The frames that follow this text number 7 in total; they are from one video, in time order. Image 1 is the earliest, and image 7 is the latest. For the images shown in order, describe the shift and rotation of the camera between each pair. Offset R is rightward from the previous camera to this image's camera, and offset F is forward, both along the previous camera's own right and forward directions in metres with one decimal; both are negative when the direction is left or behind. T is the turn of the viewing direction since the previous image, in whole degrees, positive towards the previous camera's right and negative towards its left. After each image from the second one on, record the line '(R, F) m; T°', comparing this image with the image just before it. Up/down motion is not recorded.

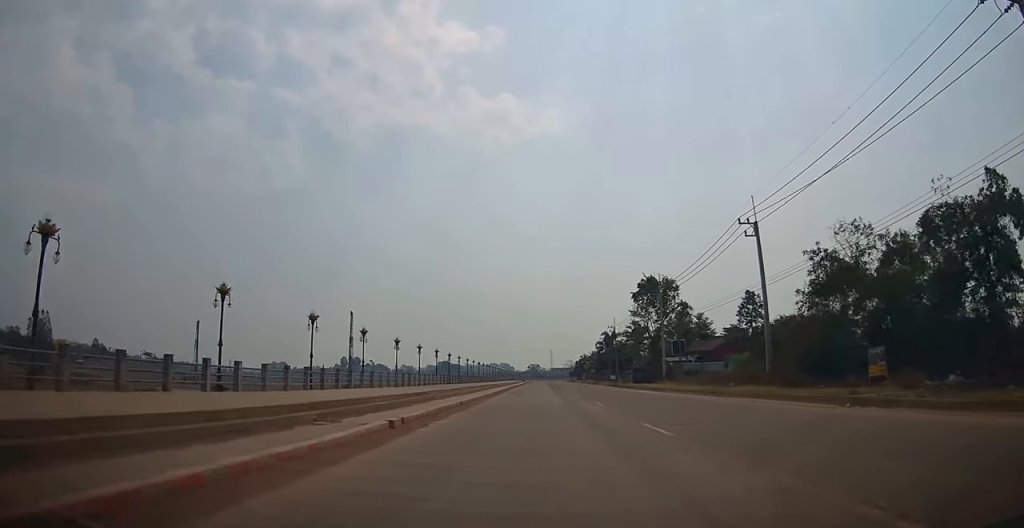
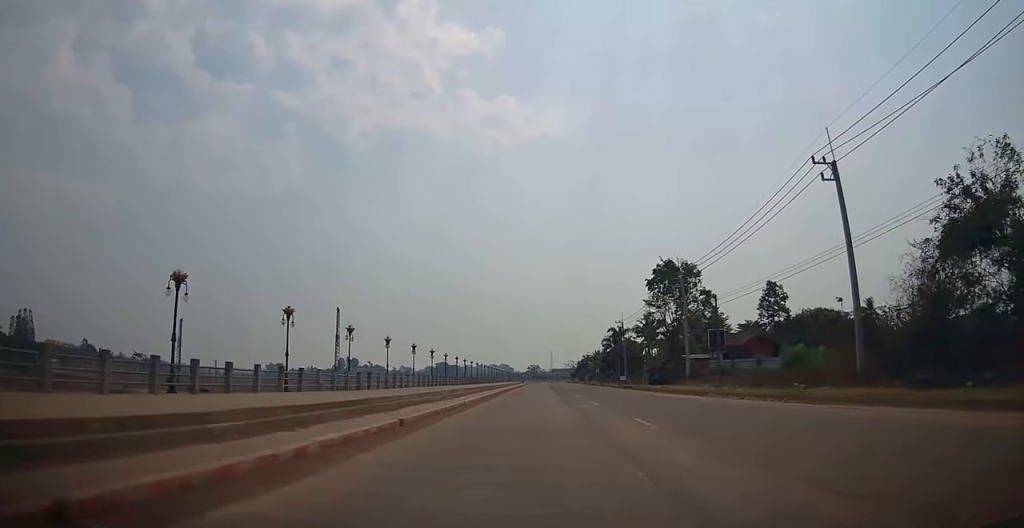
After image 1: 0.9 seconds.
(0.0, +10.6) m; 0°
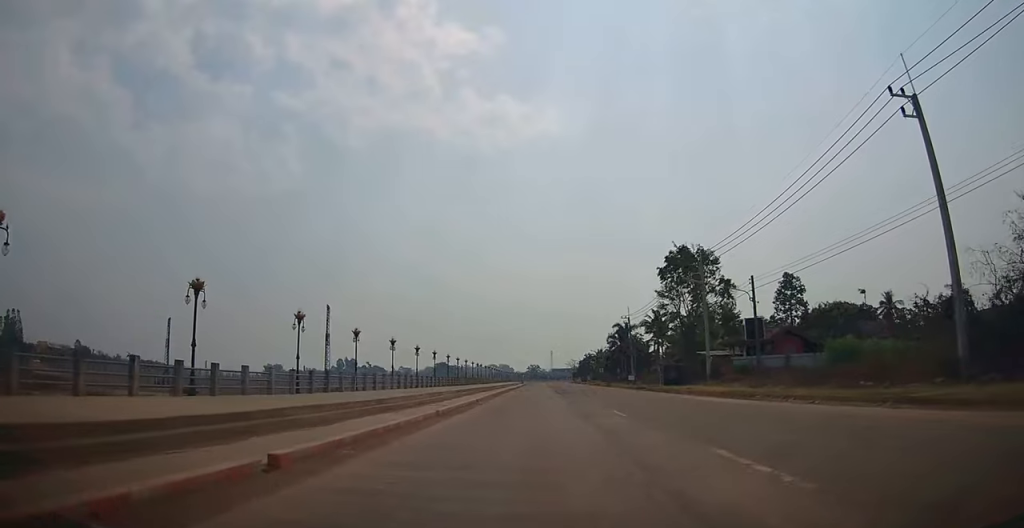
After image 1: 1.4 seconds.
(0.0, +7.0) m; 0°
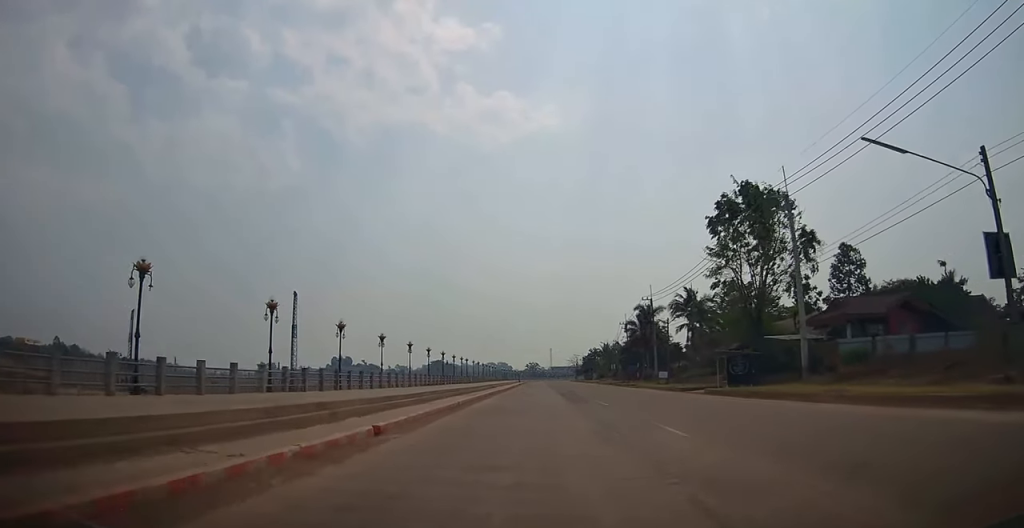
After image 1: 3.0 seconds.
(+0.1, +19.4) m; 0°
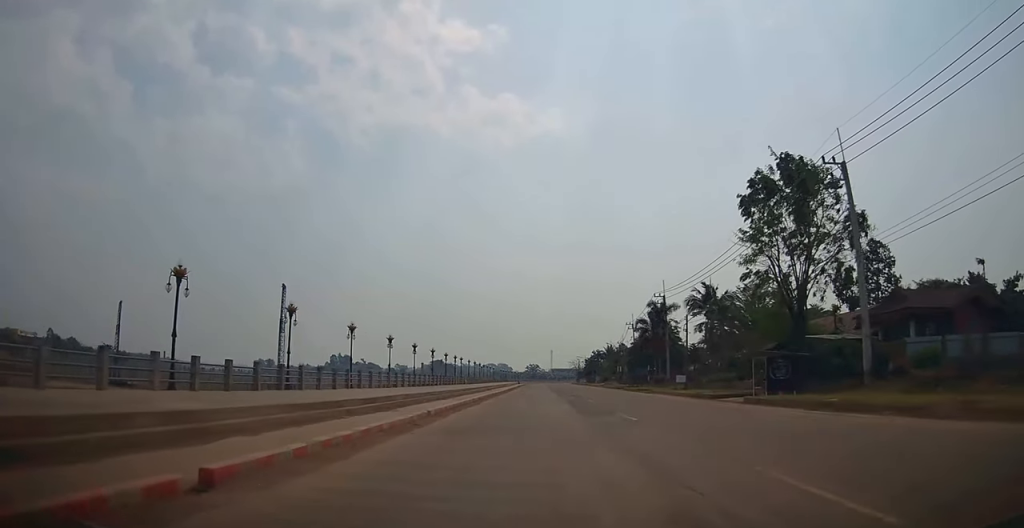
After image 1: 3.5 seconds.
(0.0, +6.6) m; 0°
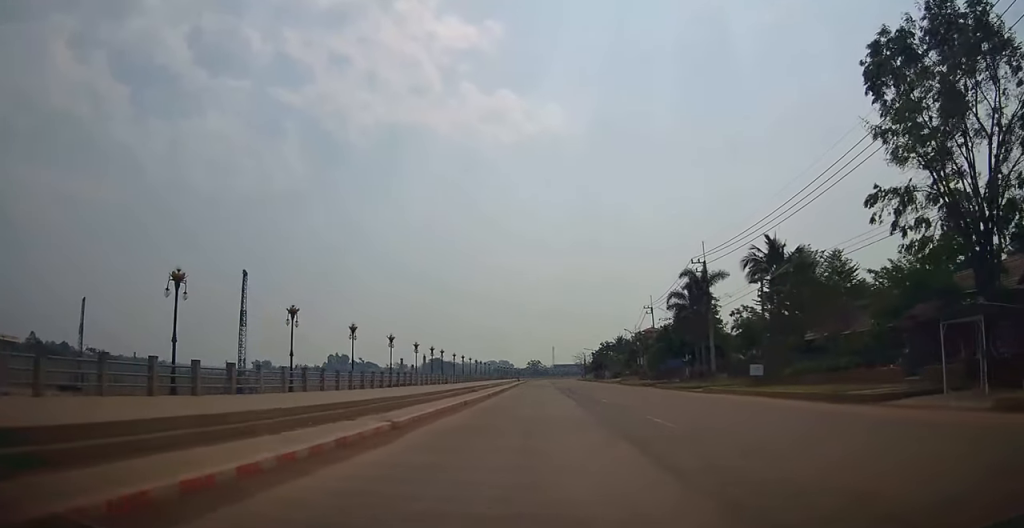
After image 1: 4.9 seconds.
(+0.2, +16.2) m; +1°
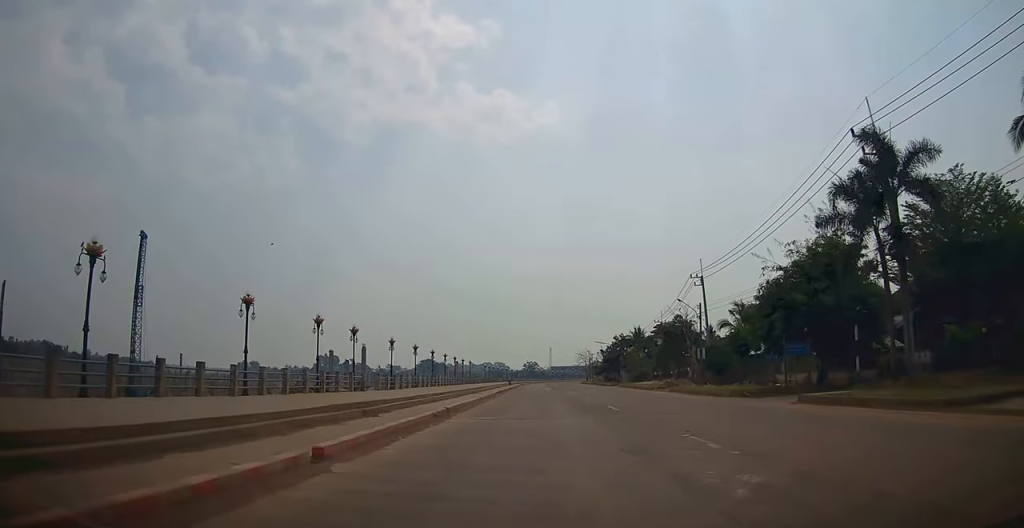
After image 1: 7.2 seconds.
(-0.3, +28.2) m; -1°
